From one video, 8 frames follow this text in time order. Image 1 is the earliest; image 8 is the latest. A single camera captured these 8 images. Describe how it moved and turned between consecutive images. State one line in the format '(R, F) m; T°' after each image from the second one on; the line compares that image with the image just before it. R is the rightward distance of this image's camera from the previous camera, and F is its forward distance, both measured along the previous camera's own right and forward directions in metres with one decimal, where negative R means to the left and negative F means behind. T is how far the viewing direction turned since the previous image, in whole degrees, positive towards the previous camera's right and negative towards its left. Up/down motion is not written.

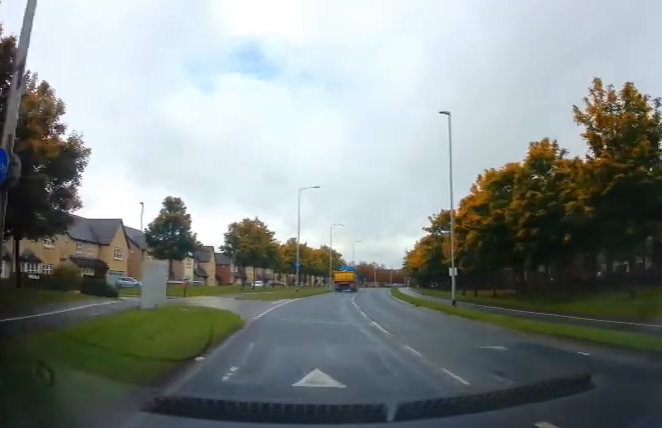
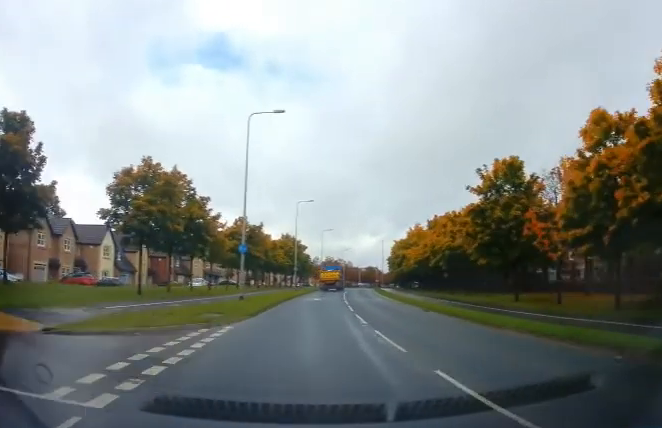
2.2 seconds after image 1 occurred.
(+0.1, +20.5) m; +3°
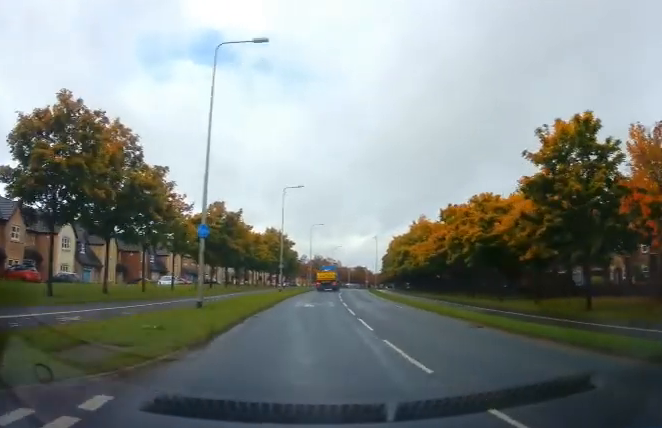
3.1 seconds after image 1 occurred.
(+0.4, +8.0) m; +3°
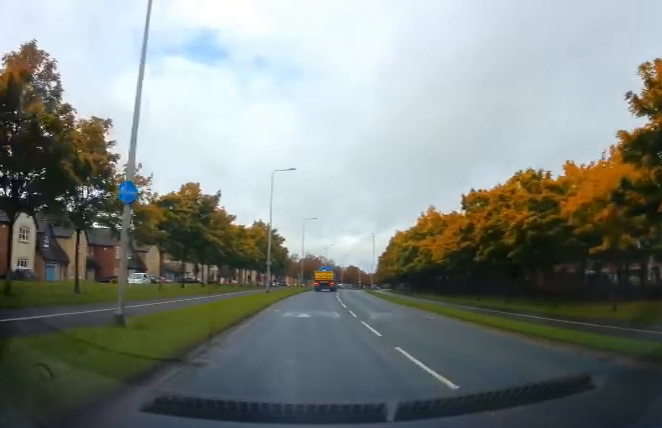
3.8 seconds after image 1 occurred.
(+0.1, +6.8) m; +1°
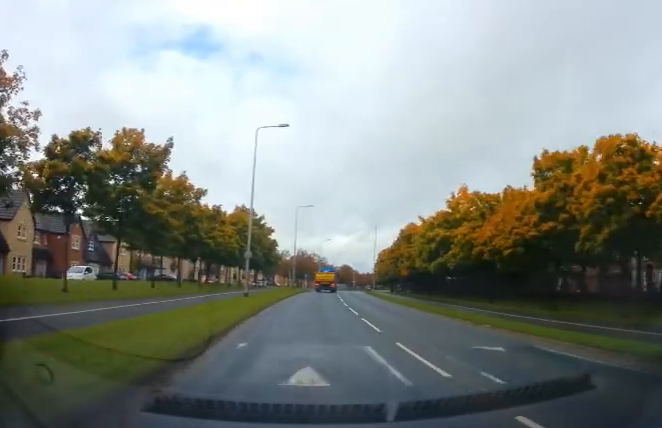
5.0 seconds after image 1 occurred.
(+0.1, +10.9) m; 0°
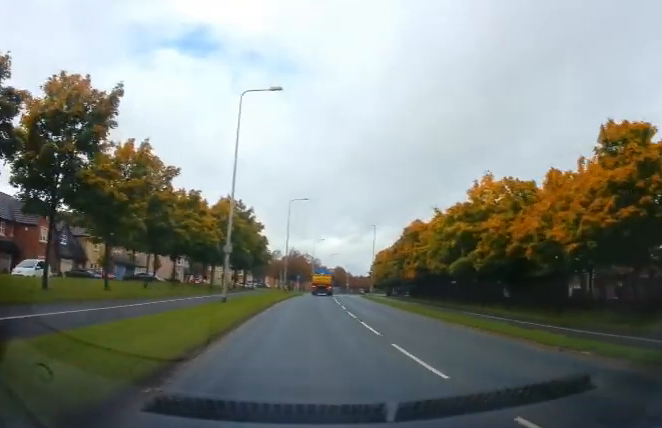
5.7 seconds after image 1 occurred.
(0.0, +5.6) m; +1°
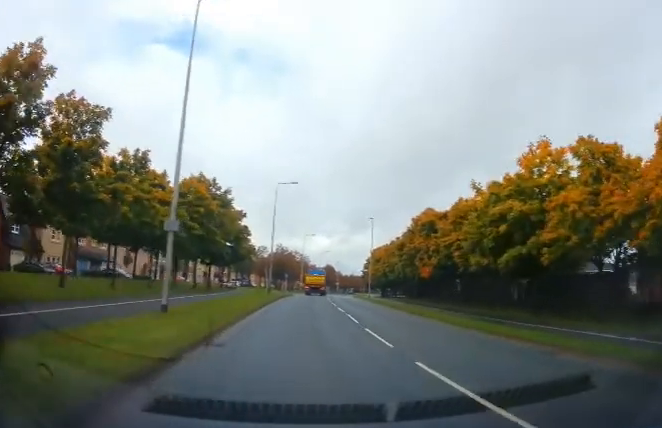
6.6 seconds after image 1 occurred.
(+0.1, +8.6) m; +2°
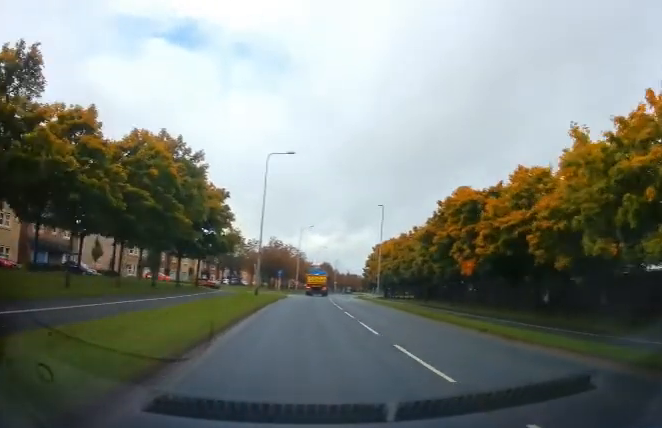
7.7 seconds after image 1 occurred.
(+0.2, +9.4) m; 0°
